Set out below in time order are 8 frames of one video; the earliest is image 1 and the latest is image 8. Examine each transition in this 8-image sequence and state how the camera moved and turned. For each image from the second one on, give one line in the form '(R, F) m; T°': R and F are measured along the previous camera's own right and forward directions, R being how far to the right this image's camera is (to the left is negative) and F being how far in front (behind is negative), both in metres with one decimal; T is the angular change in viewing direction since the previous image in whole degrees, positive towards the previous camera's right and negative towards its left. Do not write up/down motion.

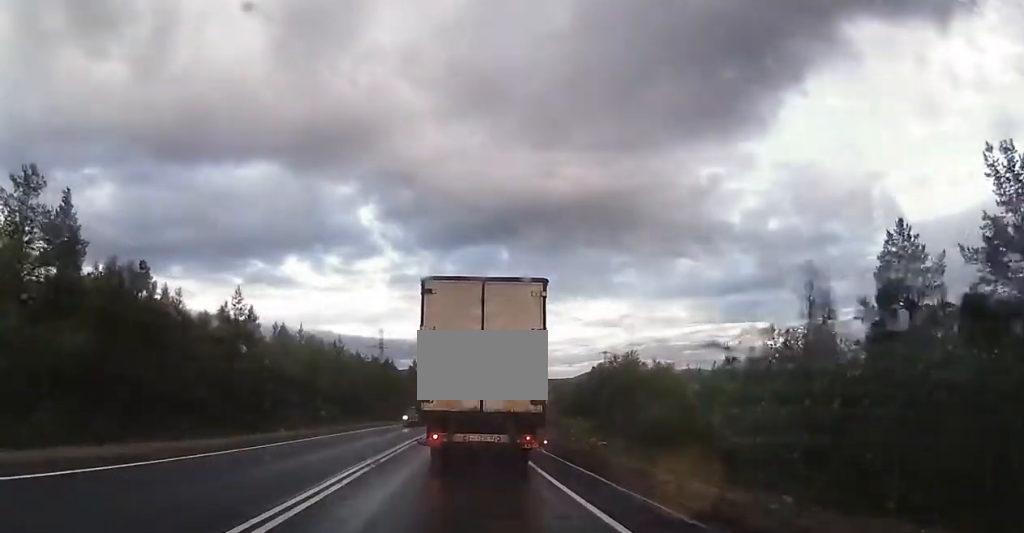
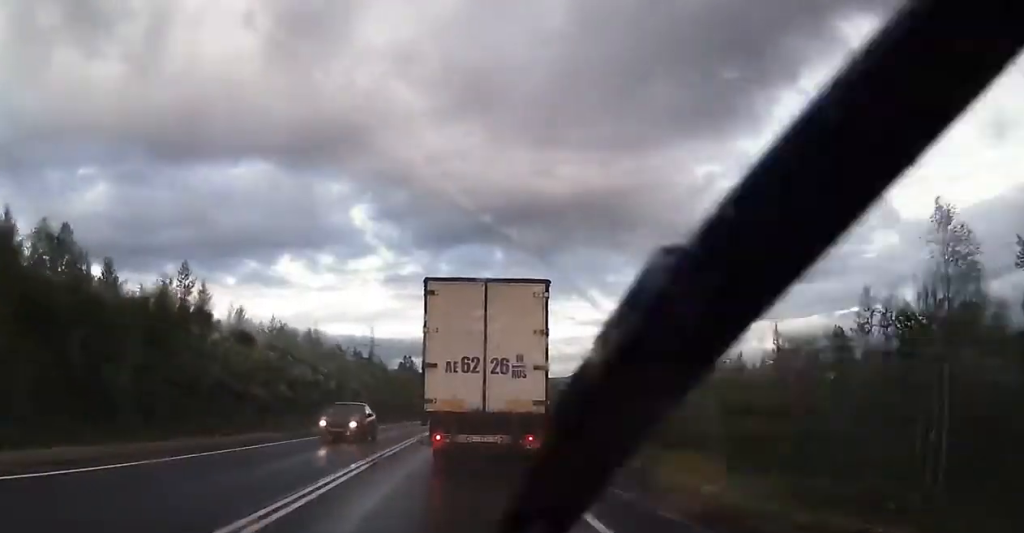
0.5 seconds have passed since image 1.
(0.0, +10.7) m; +1°
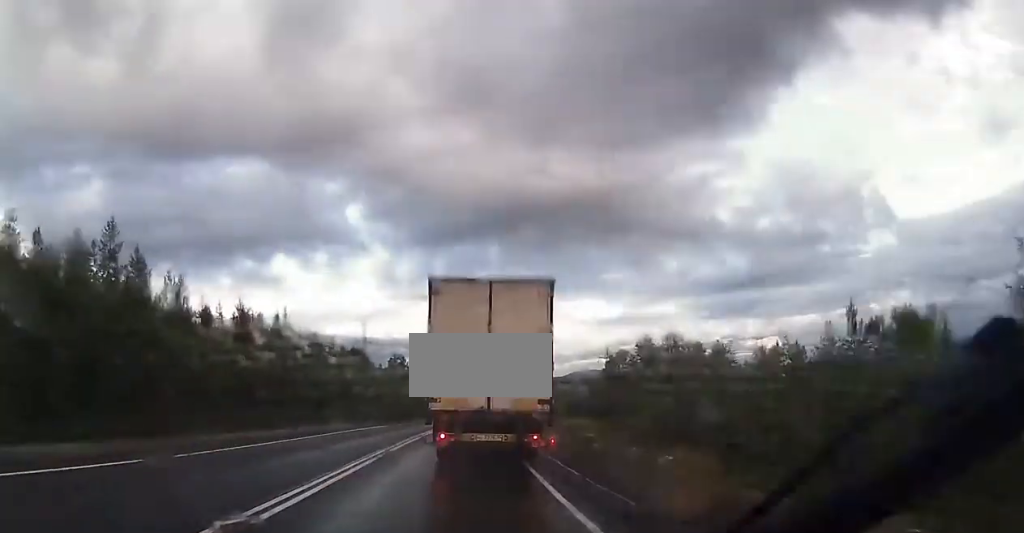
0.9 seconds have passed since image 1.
(+0.1, +10.8) m; 0°
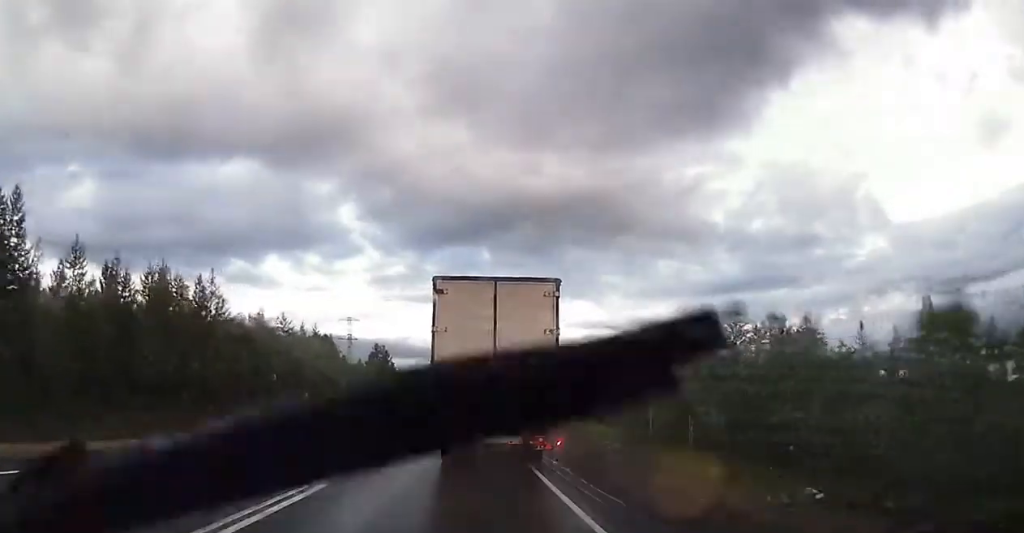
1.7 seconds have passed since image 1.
(+0.1, +17.1) m; +1°
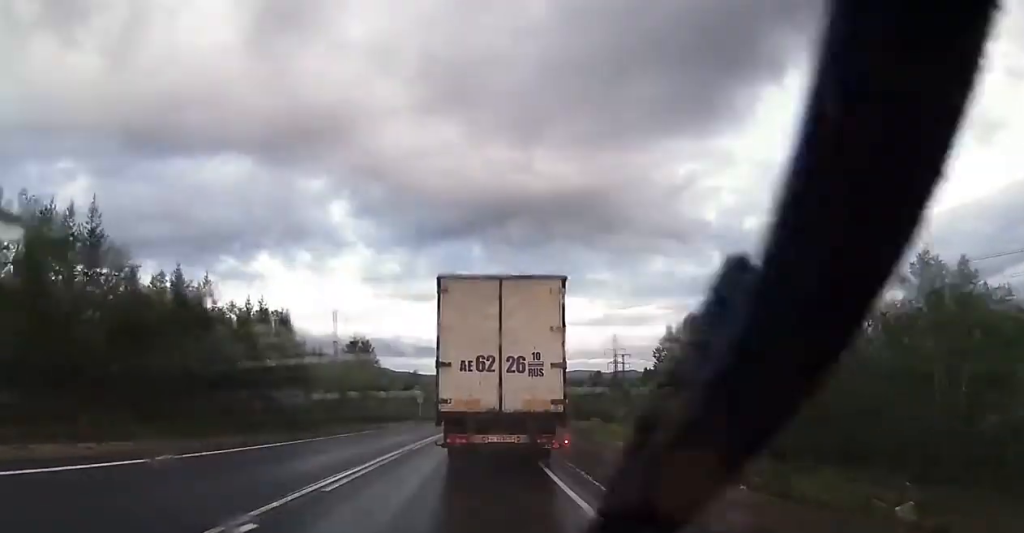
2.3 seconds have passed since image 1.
(+0.1, +15.8) m; +1°
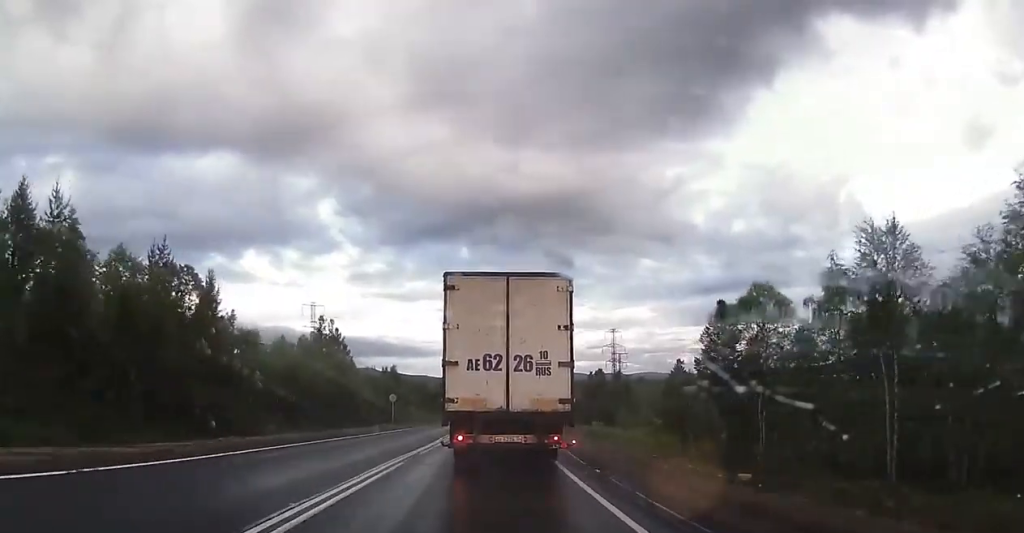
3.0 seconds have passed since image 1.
(+0.1, +15.9) m; +1°
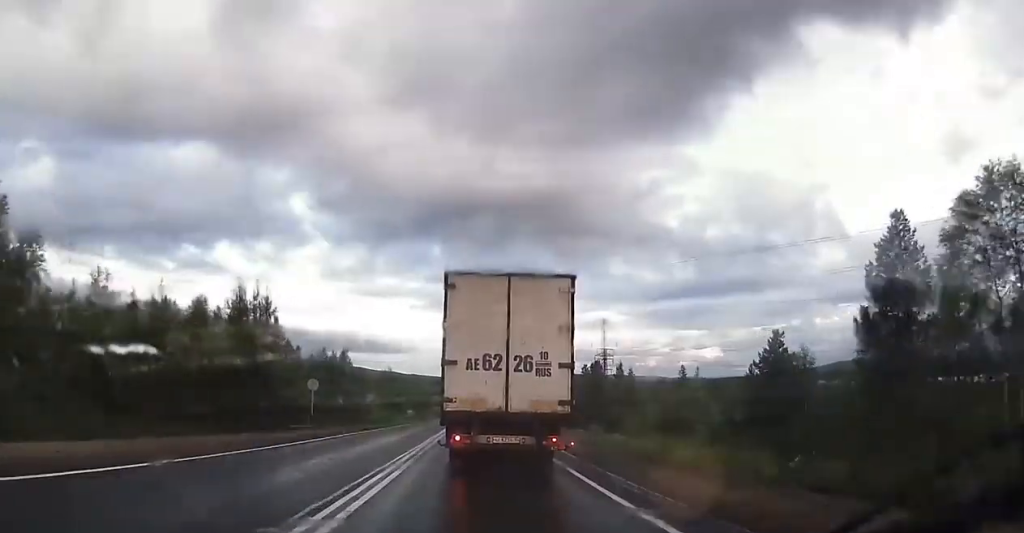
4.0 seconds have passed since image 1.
(+0.3, +23.2) m; +2°
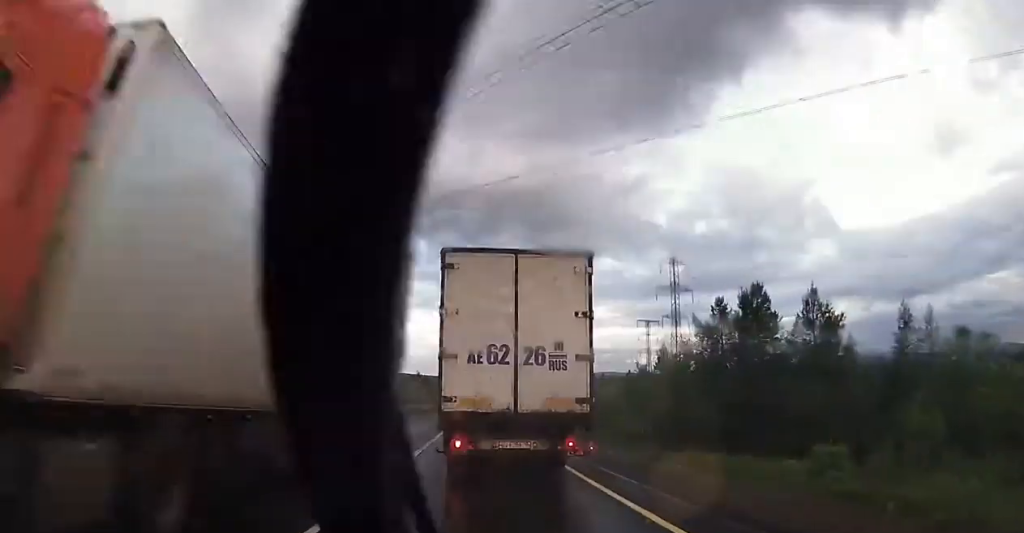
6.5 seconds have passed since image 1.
(+1.9, +61.0) m; +3°
